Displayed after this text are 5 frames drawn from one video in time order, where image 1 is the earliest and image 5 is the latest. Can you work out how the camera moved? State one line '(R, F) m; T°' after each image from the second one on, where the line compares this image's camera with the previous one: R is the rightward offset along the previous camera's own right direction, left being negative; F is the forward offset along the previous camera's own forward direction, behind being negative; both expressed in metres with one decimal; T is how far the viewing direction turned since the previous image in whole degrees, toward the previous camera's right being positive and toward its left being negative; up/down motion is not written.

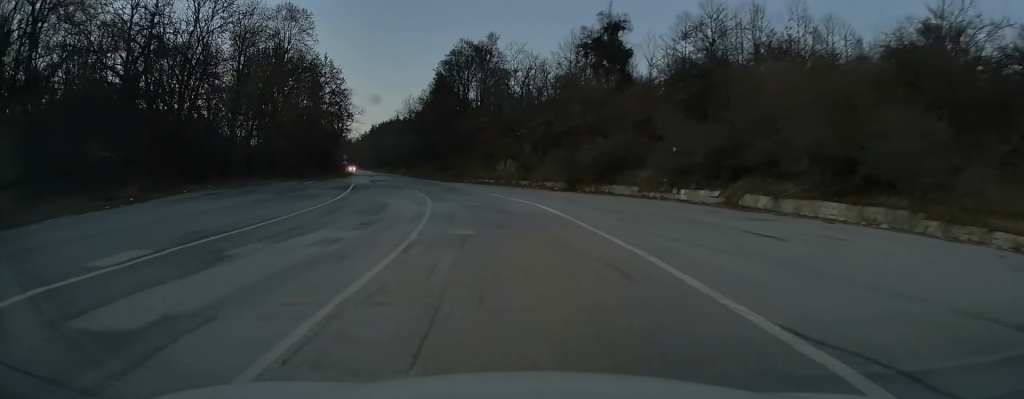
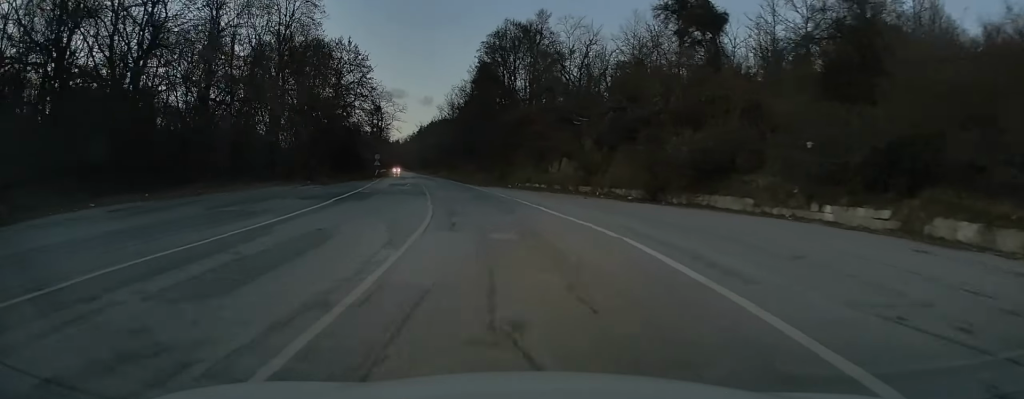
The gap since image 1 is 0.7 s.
(-0.5, +11.7) m; -4°
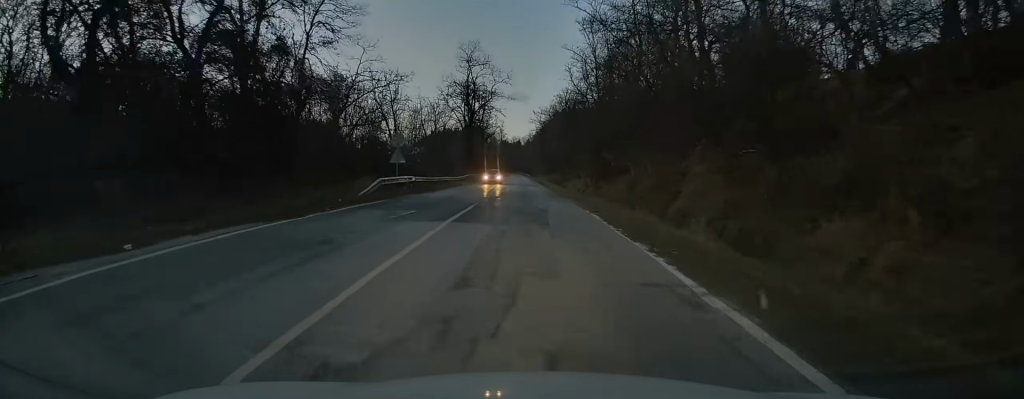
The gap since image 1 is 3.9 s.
(-5.4, +57.4) m; -7°
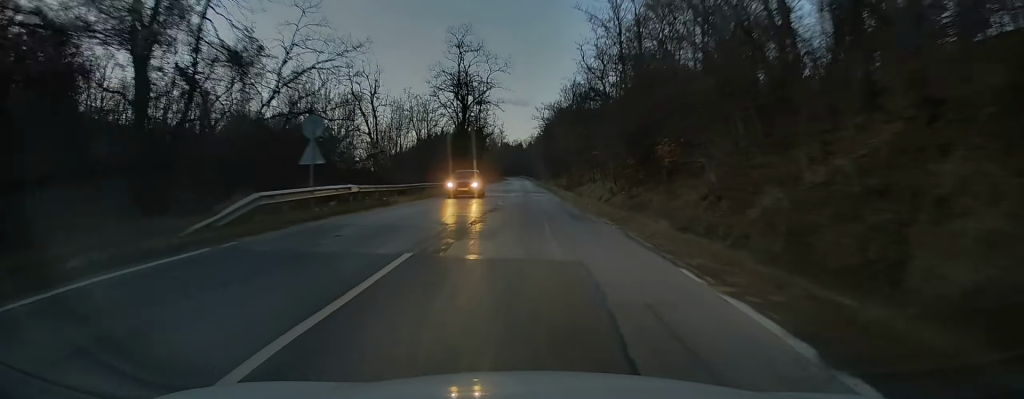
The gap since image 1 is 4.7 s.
(+0.1, +13.5) m; 0°
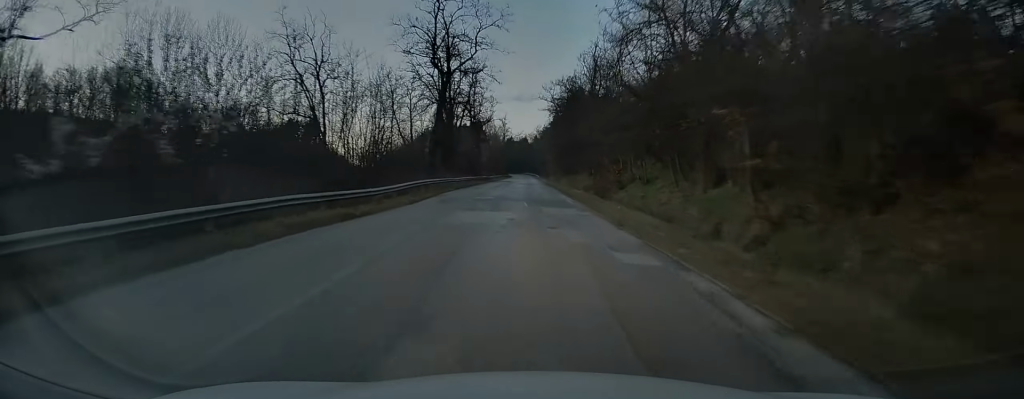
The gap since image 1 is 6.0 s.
(-0.1, +23.3) m; 0°
